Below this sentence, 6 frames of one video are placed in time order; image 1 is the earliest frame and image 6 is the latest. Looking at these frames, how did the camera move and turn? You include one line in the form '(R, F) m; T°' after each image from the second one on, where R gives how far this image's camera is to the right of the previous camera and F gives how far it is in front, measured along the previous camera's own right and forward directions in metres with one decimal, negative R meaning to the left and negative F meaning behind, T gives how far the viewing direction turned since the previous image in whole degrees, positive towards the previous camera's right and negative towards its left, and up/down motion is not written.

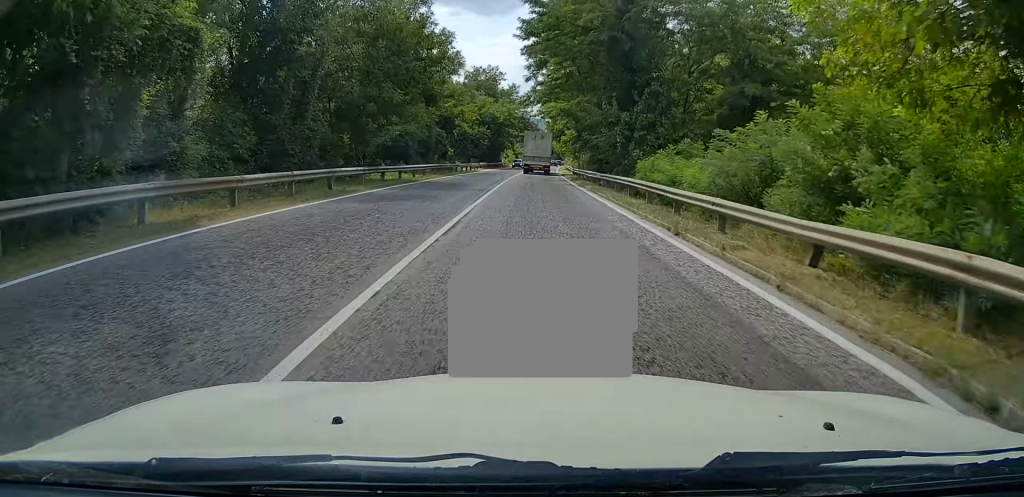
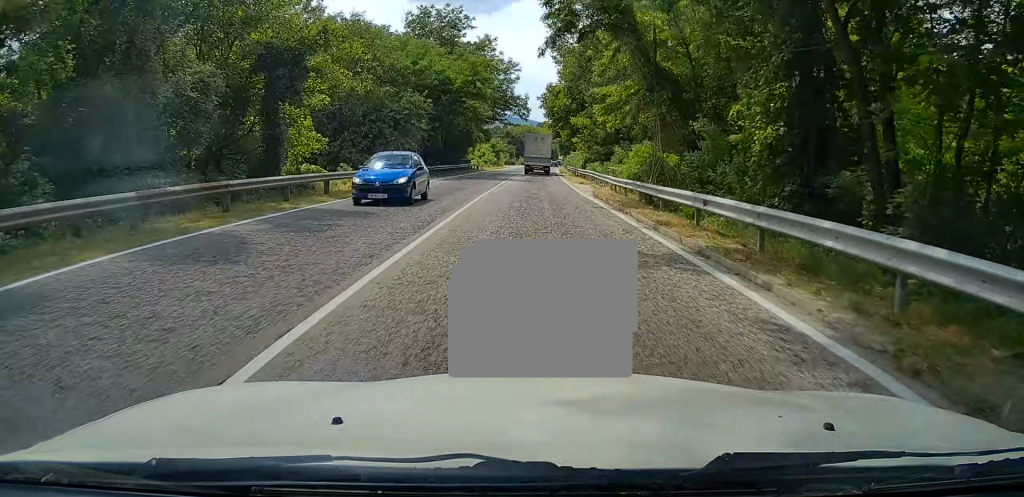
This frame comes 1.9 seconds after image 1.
(+0.1, +41.5) m; 0°
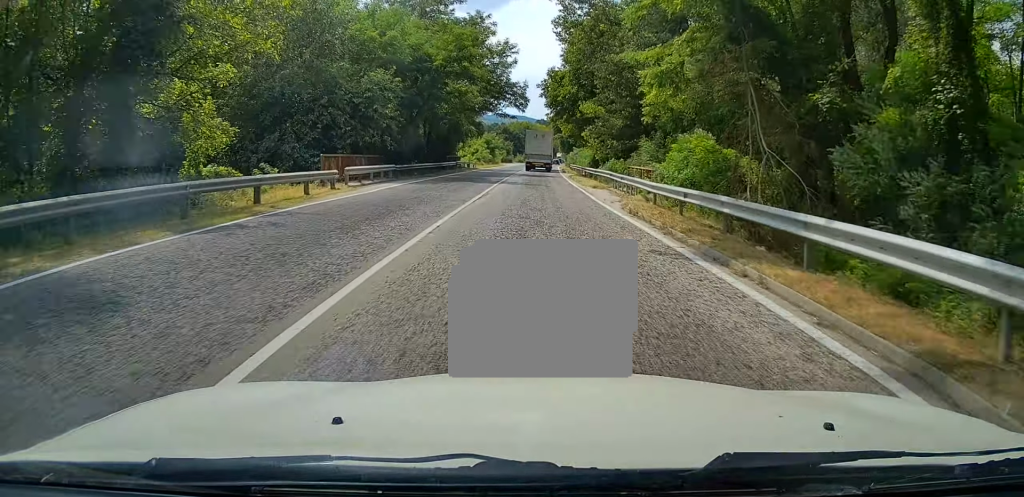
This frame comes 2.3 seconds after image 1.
(+0.1, +9.5) m; 0°
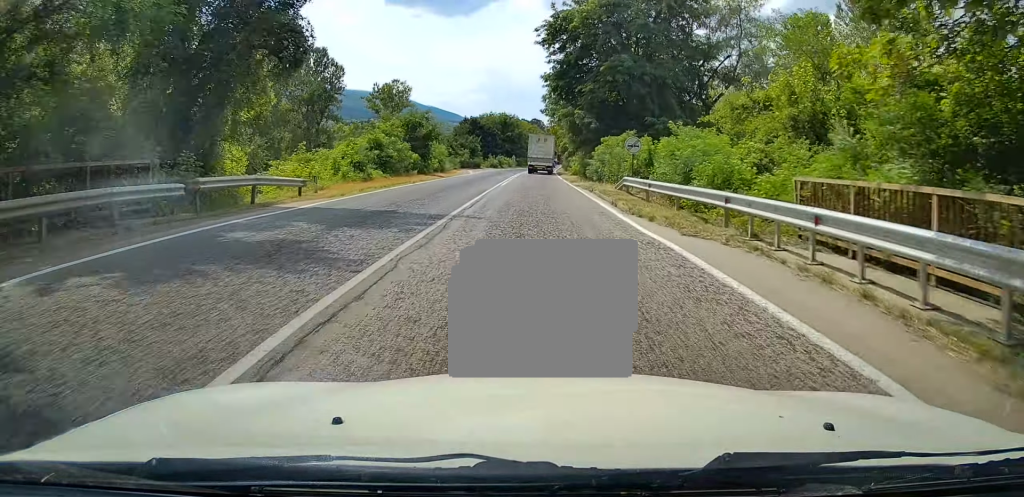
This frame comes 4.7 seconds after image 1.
(+0.7, +51.3) m; +1°
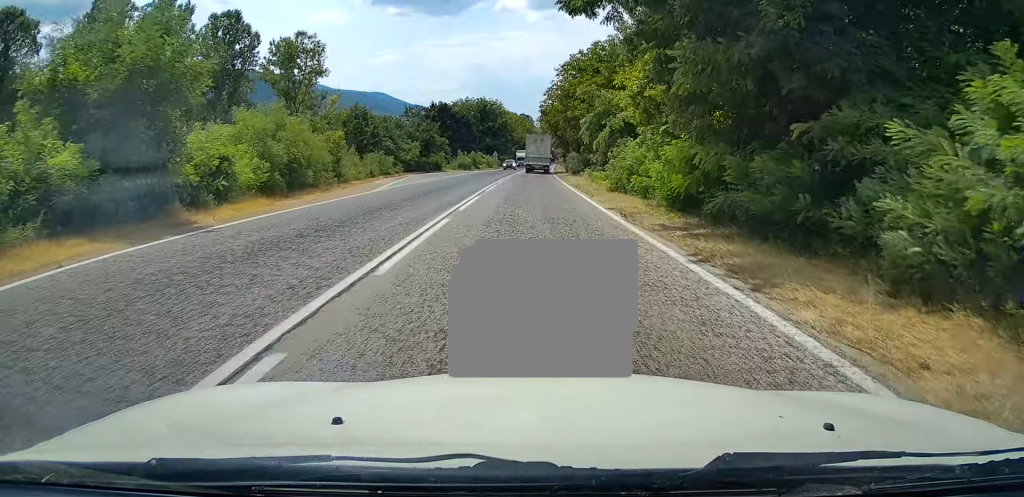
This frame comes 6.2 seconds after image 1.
(+0.2, +33.3) m; +1°
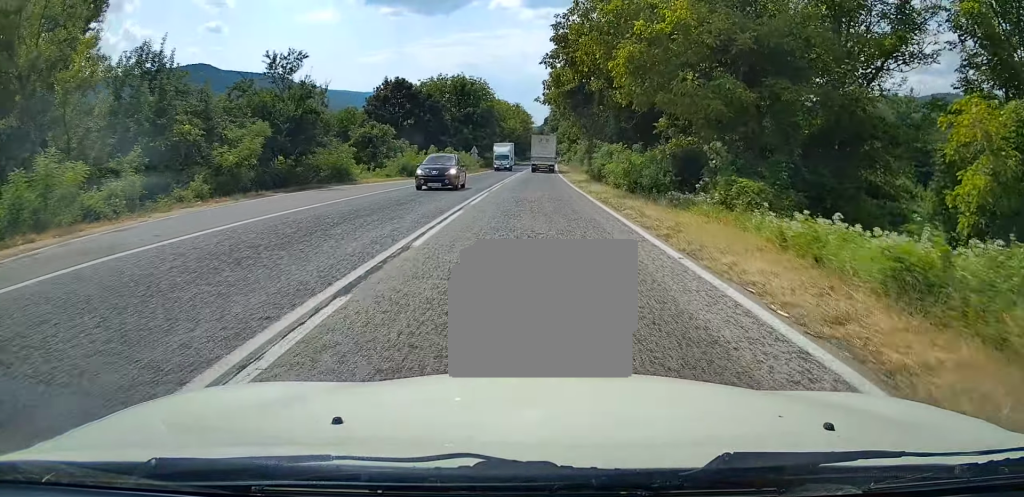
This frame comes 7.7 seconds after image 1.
(+0.6, +33.5) m; +1°
